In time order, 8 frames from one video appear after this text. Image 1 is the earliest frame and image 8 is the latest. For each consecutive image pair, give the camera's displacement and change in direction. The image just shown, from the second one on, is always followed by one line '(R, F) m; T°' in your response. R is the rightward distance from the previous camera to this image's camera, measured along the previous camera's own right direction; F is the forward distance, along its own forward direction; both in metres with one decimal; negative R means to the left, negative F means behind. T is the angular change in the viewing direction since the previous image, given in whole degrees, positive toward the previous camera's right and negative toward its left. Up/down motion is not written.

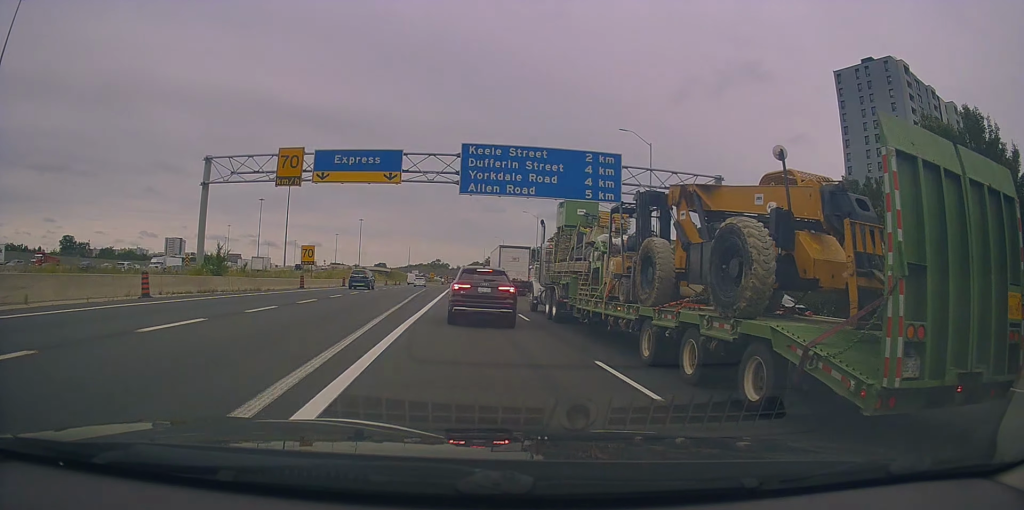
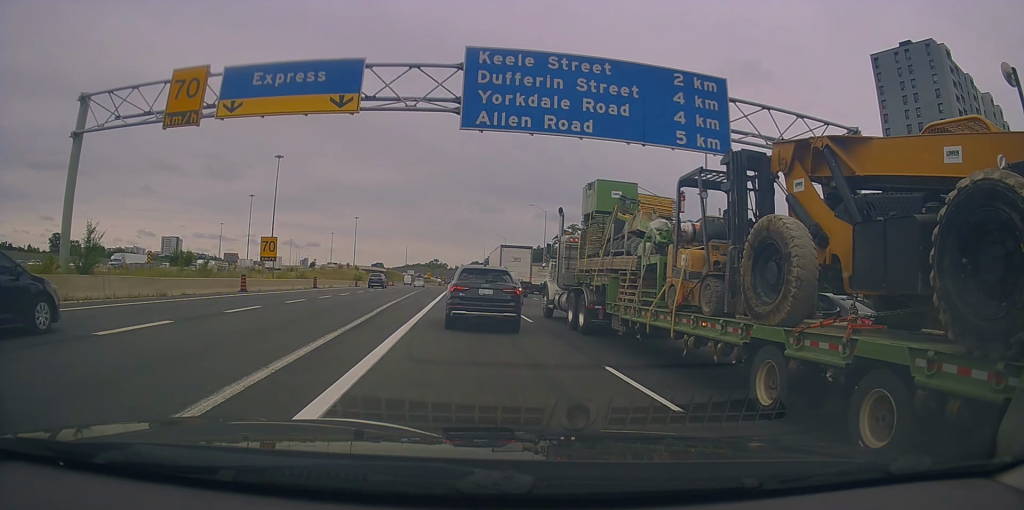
(+0.2, +12.7) m; -1°
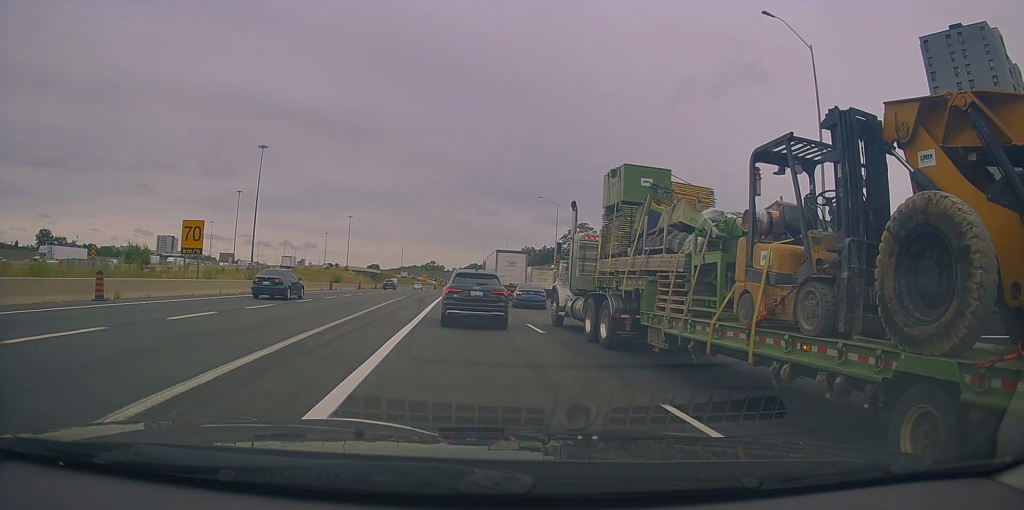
(-0.4, +14.8) m; -1°
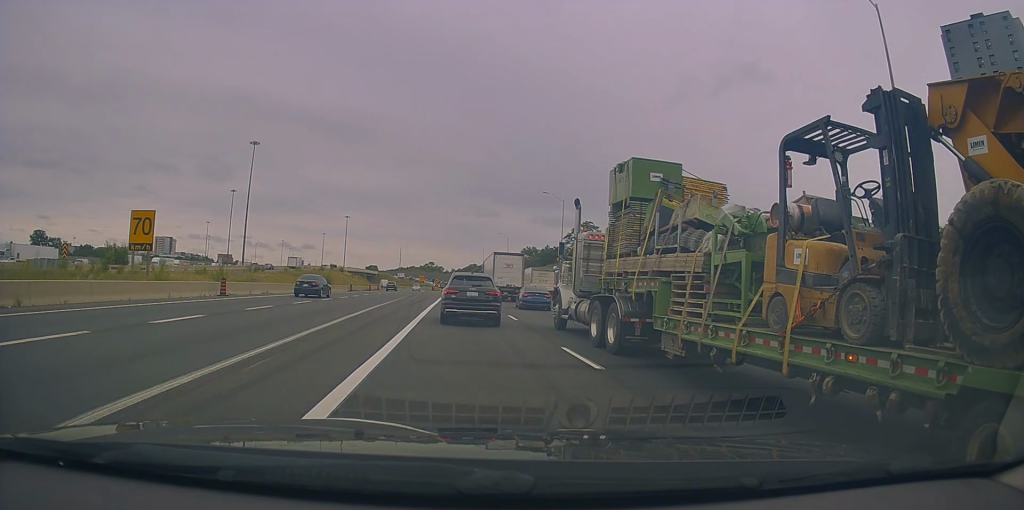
(-0.1, +6.1) m; +3°
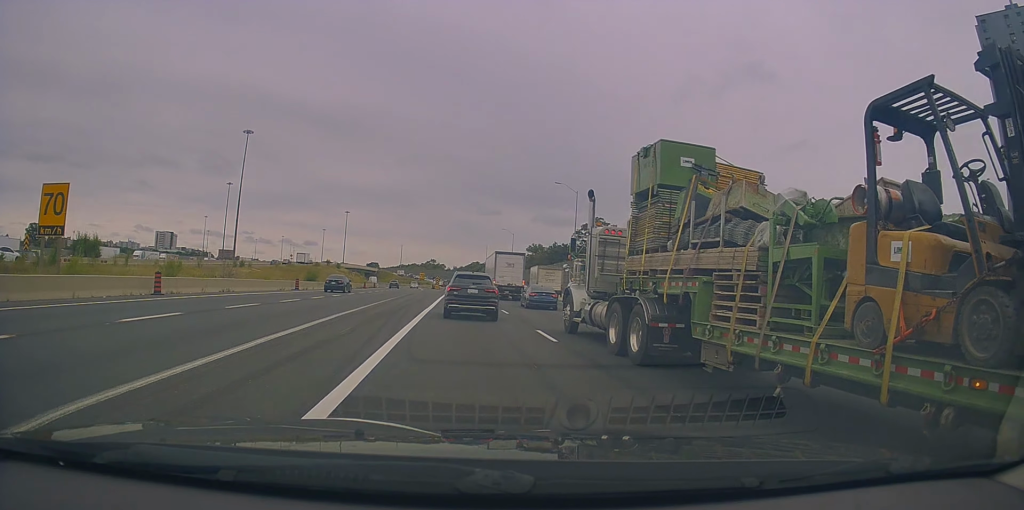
(+0.5, +8.2) m; 0°
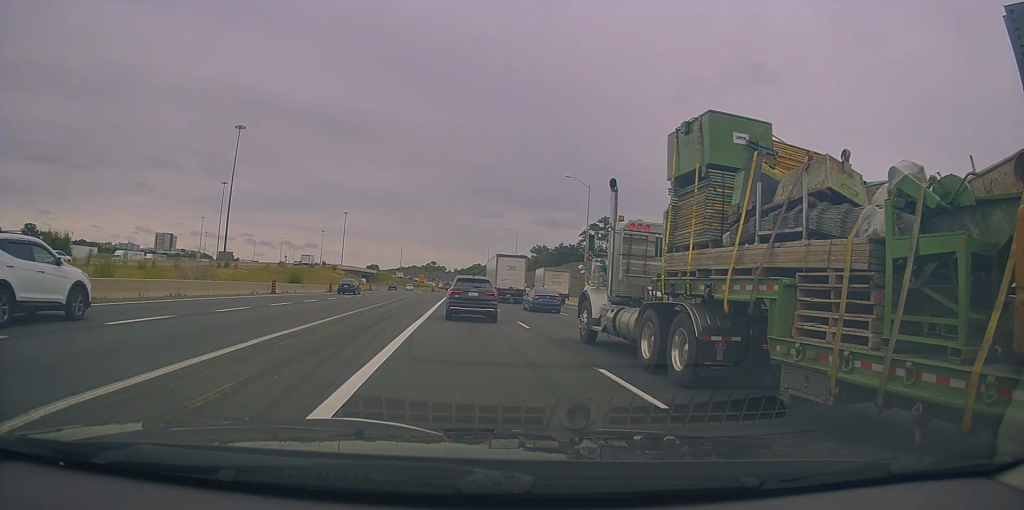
(-0.2, +7.2) m; -2°
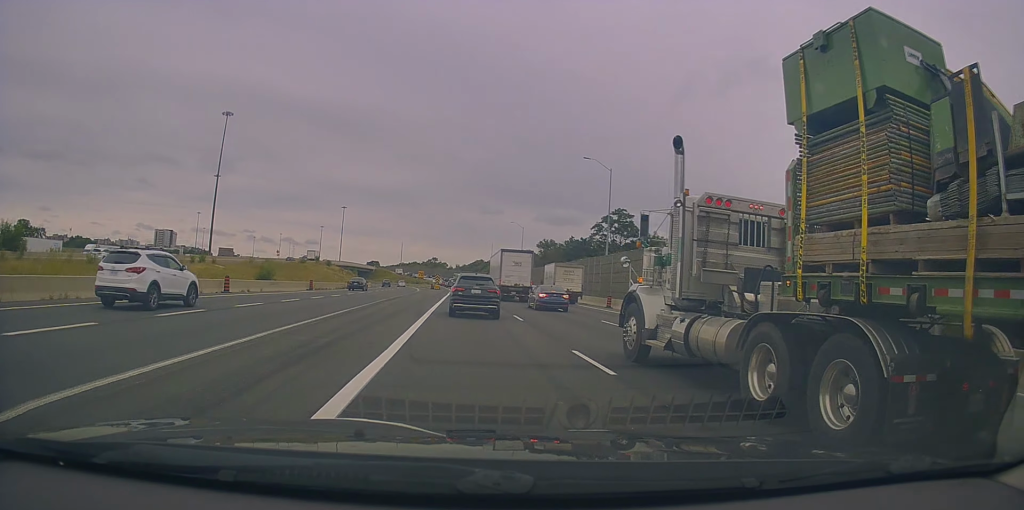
(-0.2, +9.6) m; -1°
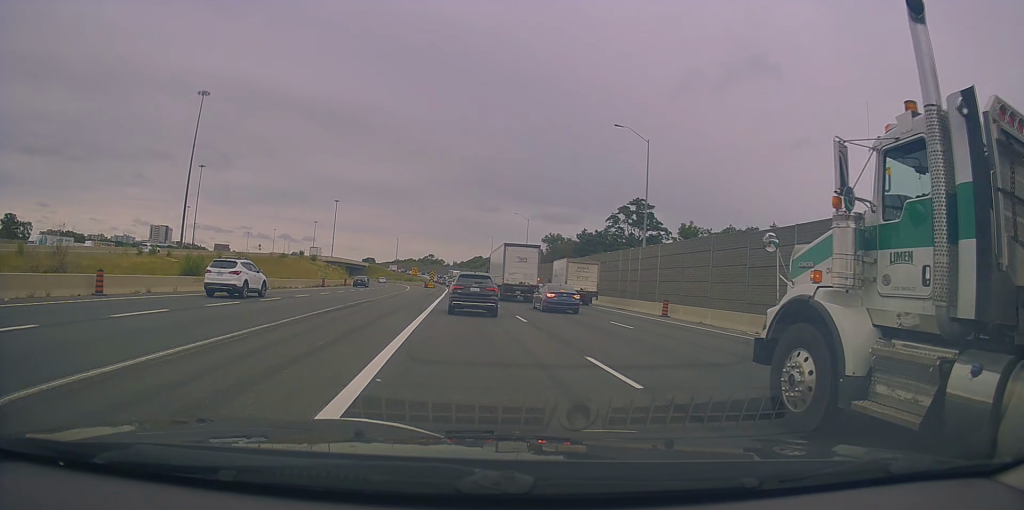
(0.0, +13.6) m; 0°
